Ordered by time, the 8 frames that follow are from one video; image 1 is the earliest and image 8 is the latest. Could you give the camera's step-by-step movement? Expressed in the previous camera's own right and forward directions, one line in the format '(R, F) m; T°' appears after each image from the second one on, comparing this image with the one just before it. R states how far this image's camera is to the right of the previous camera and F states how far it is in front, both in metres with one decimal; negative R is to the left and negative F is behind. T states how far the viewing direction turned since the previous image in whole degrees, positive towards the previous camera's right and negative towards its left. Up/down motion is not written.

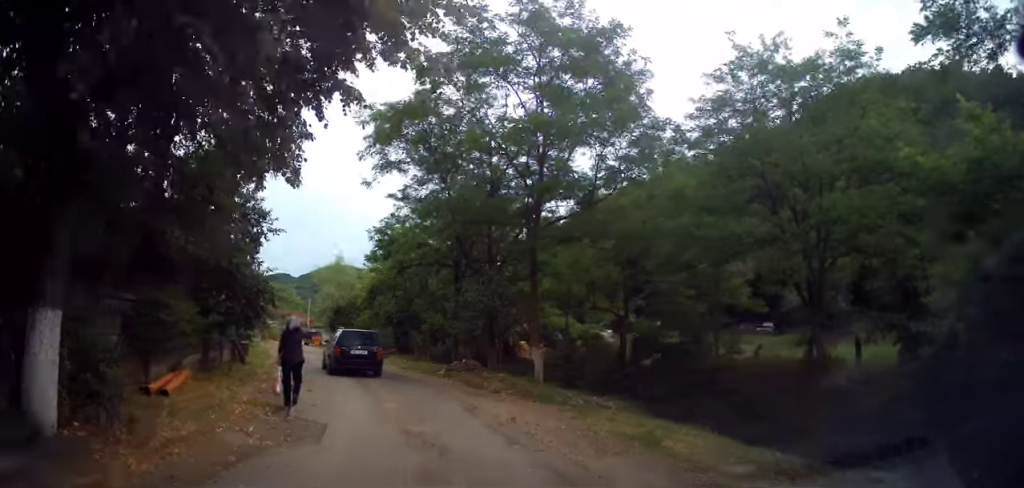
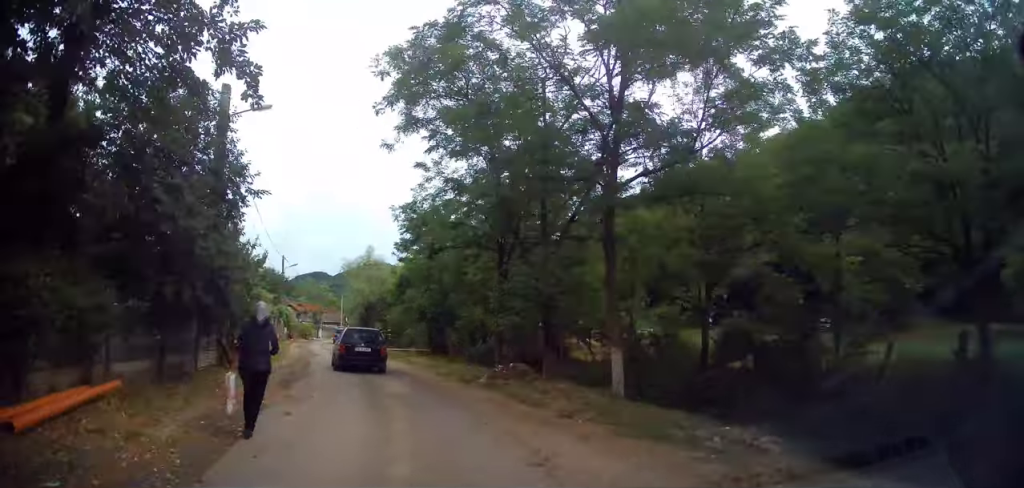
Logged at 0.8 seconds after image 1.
(-0.1, +4.2) m; -2°
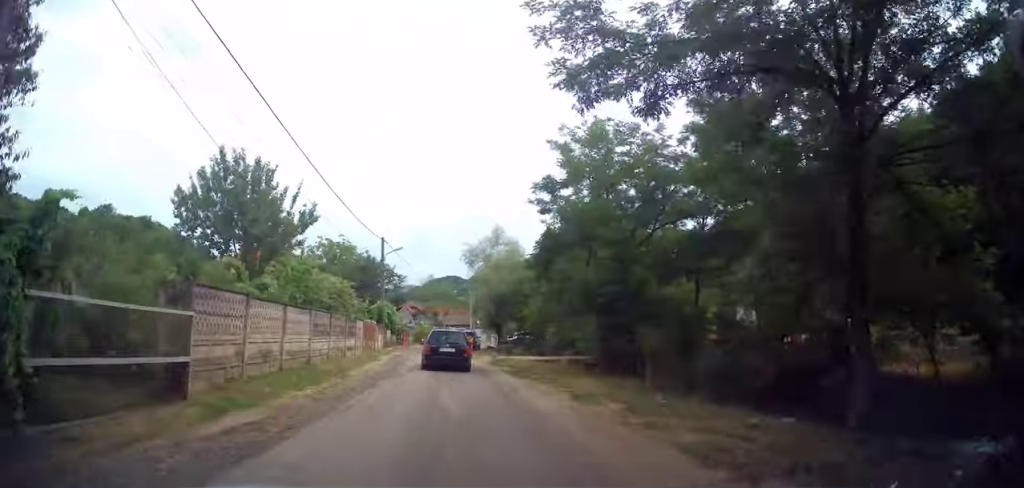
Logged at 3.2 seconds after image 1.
(-1.3, +12.8) m; -12°
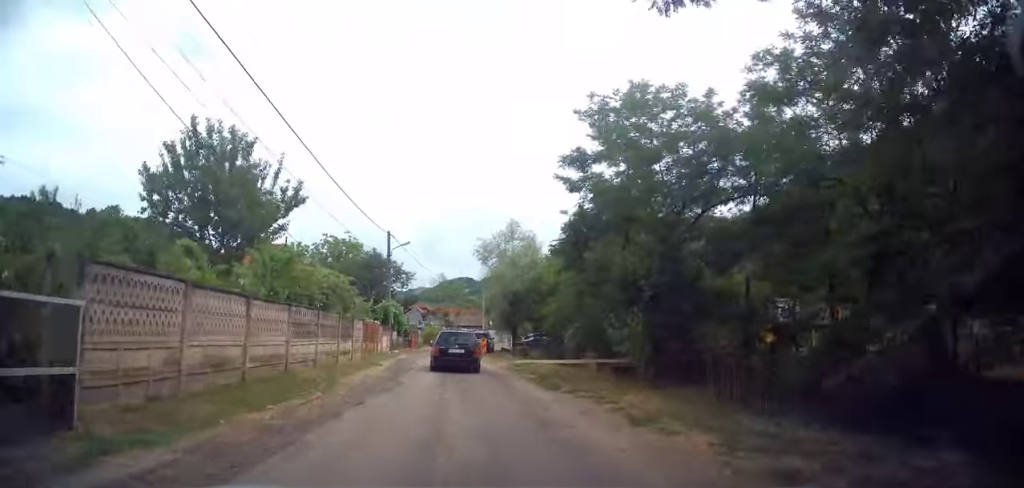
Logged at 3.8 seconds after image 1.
(-0.1, +3.0) m; -2°
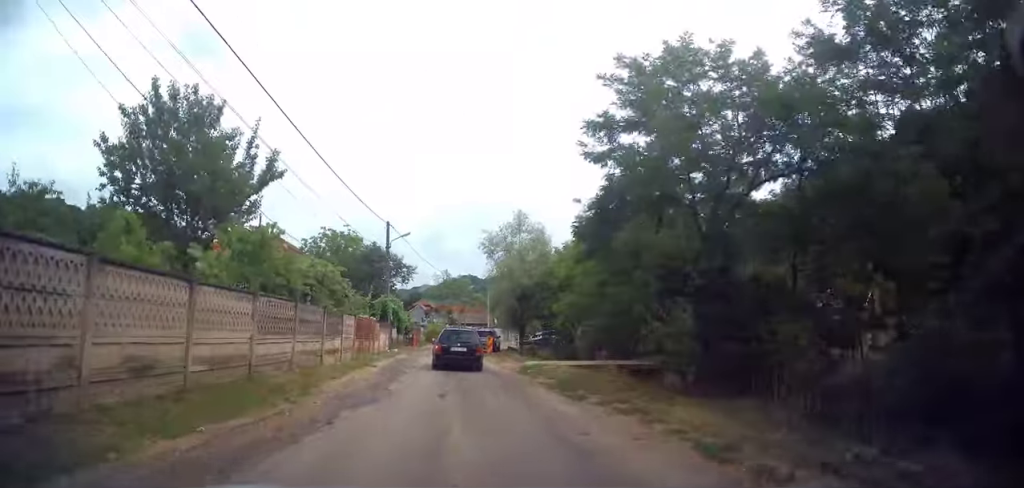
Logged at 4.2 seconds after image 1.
(0.0, +2.4) m; -1°
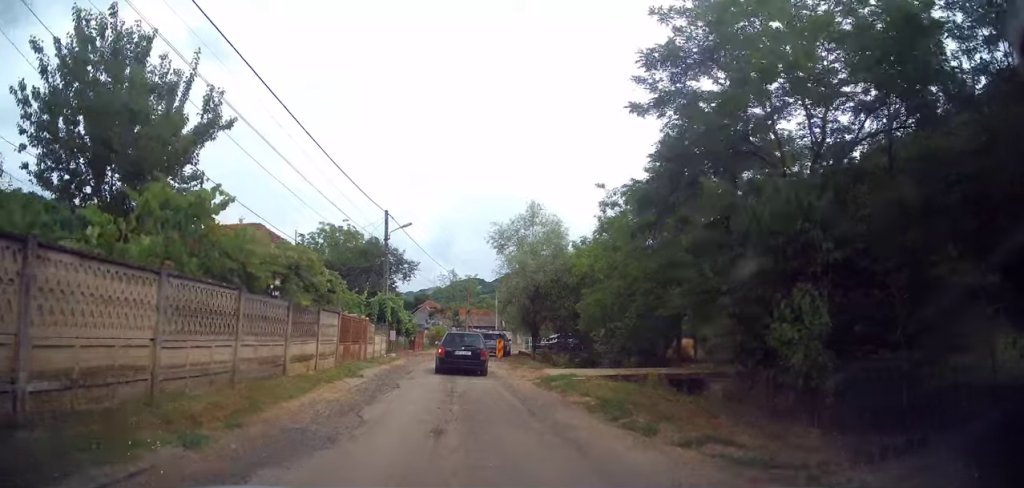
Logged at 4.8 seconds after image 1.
(0.0, +3.6) m; 0°
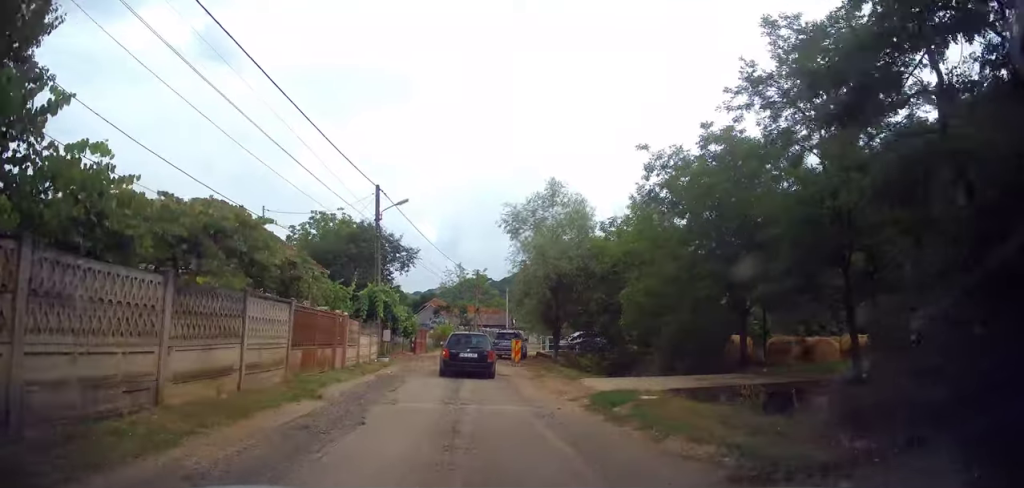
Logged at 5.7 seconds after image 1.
(0.0, +5.1) m; 0°
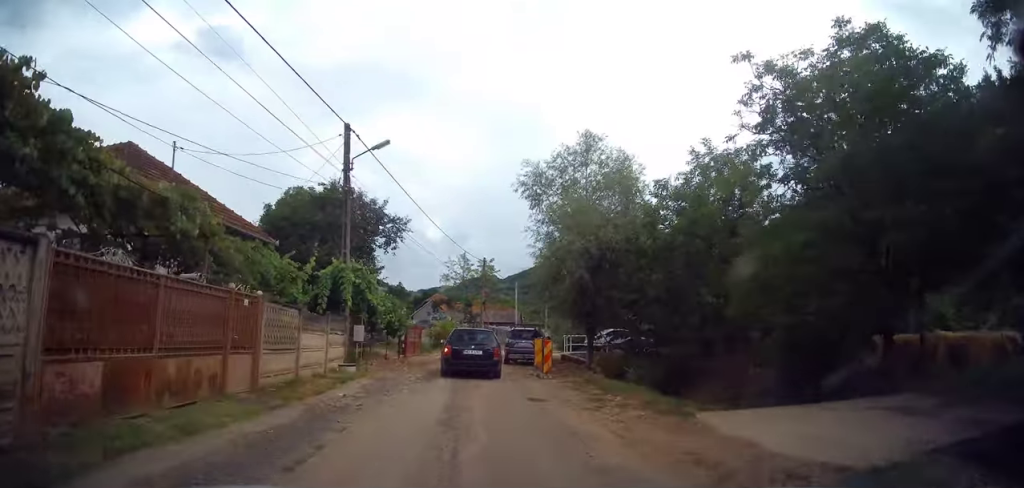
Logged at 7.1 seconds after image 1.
(-0.1, +7.4) m; -1°
